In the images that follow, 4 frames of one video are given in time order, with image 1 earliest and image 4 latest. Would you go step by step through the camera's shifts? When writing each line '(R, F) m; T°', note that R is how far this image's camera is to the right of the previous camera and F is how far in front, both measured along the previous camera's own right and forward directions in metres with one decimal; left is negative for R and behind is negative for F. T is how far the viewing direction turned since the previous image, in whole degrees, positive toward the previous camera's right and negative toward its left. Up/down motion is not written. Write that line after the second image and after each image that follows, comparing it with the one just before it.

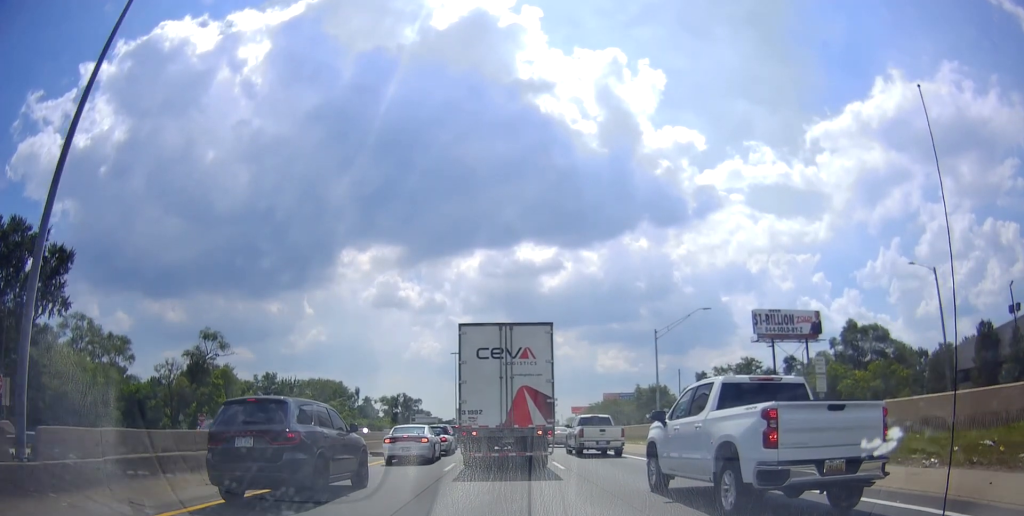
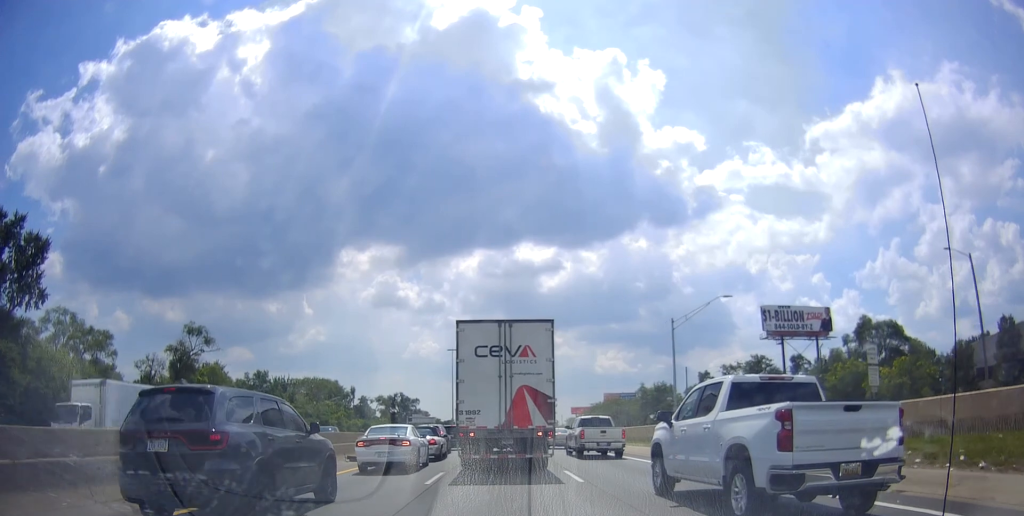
(+0.3, +5.3) m; +3°
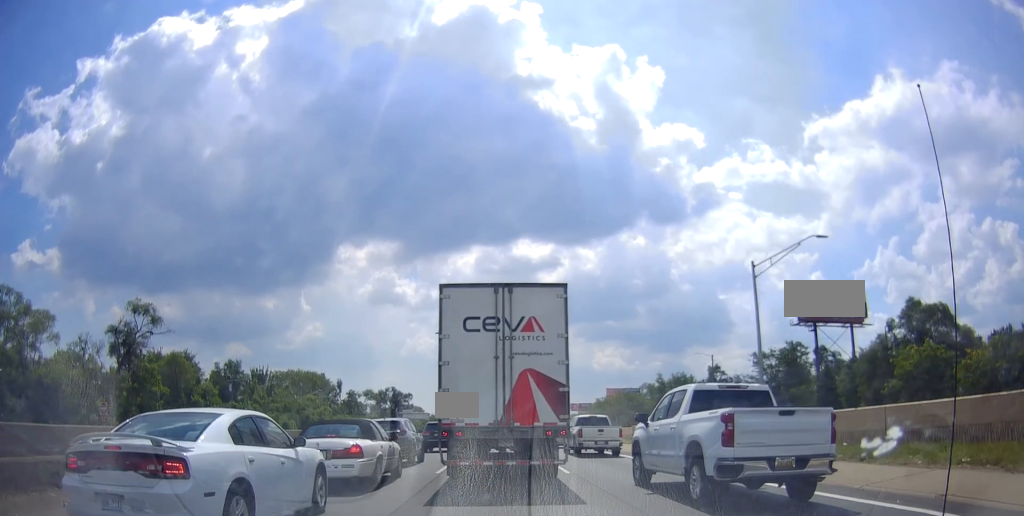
(+0.1, +14.4) m; +1°
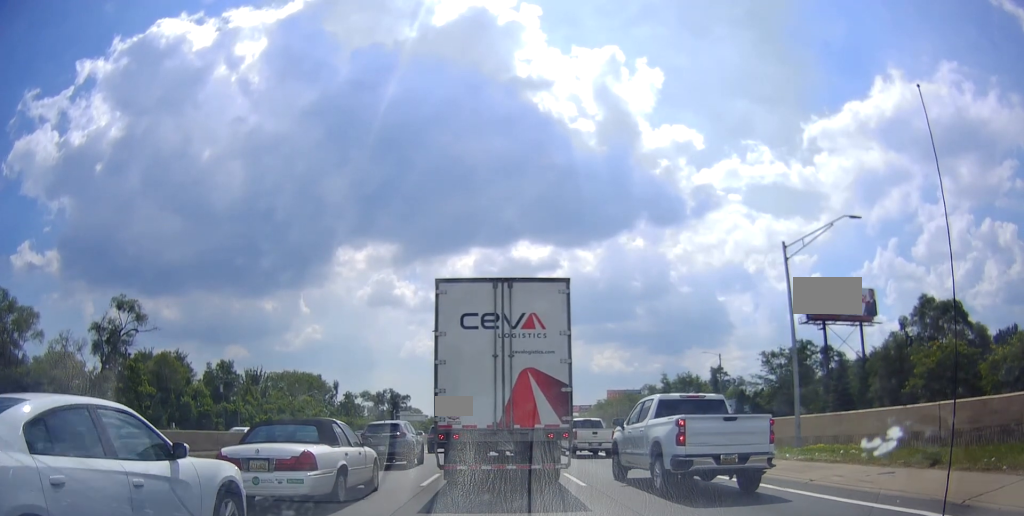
(0.0, +3.7) m; 0°
